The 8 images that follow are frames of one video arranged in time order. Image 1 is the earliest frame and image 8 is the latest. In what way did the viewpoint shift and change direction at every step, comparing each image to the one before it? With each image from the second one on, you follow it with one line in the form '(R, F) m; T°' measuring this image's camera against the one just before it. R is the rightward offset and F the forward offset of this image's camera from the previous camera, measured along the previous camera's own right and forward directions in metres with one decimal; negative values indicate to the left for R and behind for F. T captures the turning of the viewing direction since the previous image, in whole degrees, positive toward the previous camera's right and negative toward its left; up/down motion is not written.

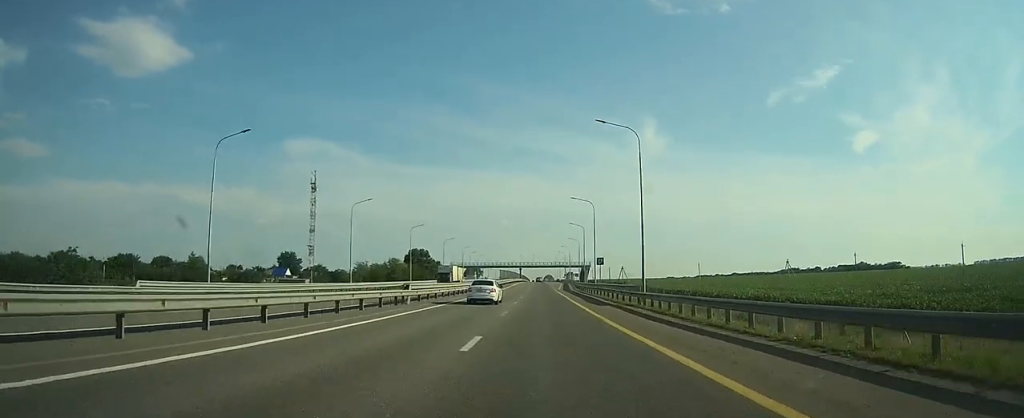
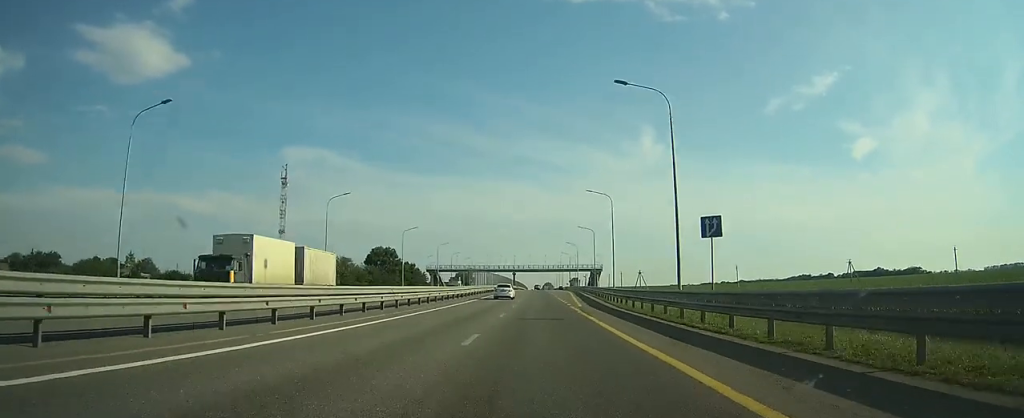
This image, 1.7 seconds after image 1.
(-0.4, +47.0) m; -1°
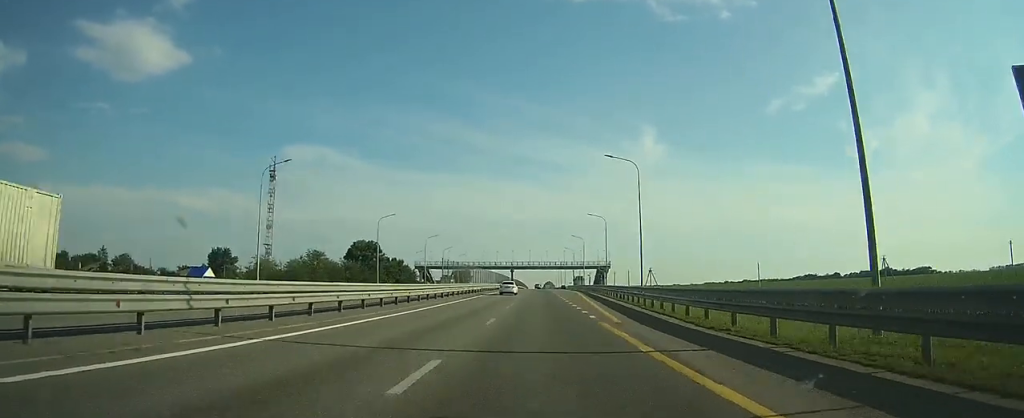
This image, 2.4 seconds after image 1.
(-0.1, +18.0) m; 0°
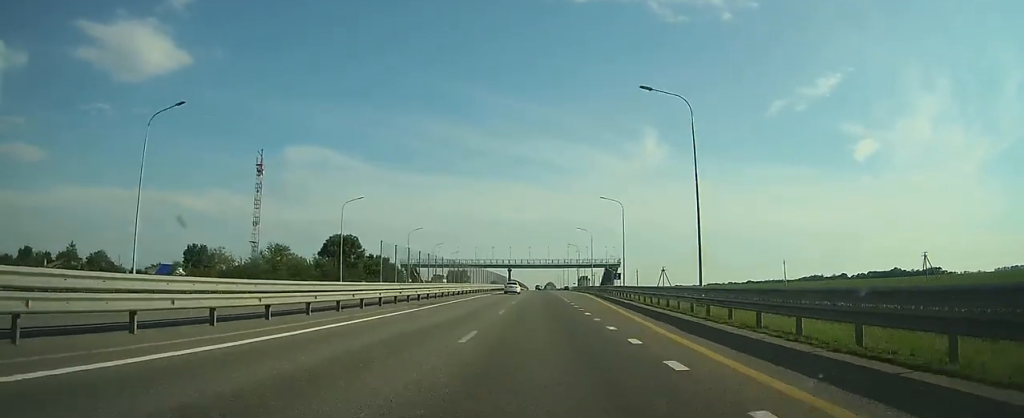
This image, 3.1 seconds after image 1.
(0.0, +18.1) m; 0°
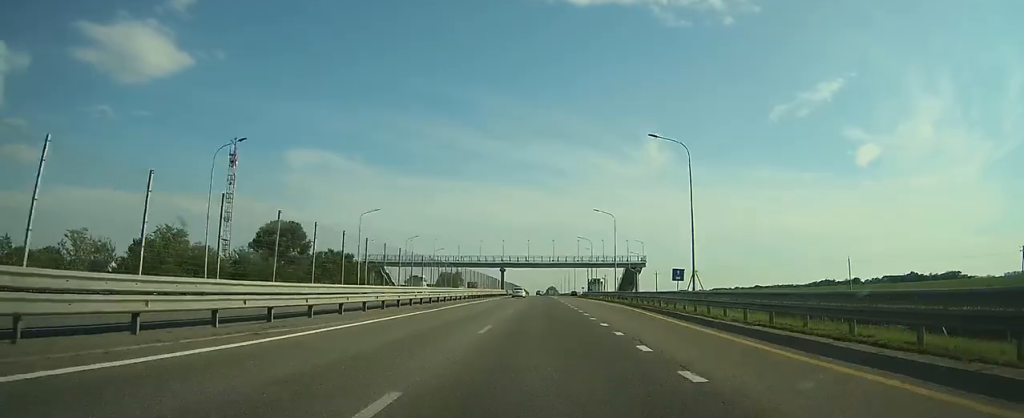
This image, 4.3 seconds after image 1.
(+0.1, +32.8) m; 0°
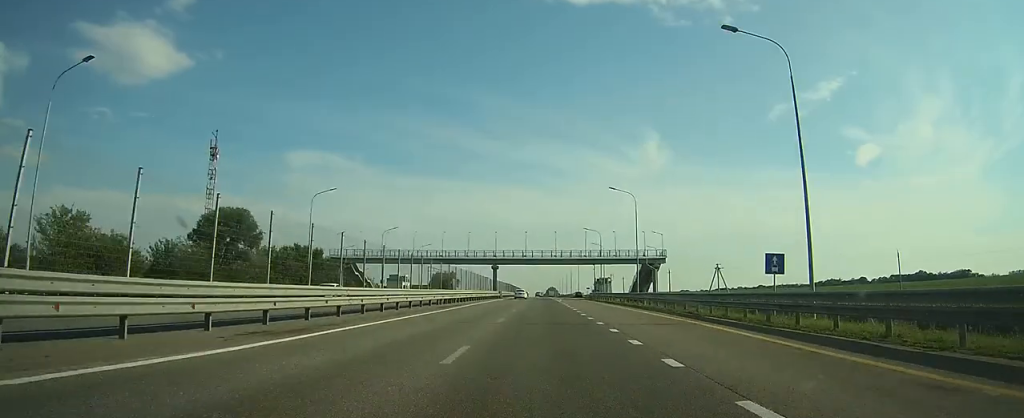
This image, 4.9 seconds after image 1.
(-0.1, +18.3) m; 0°
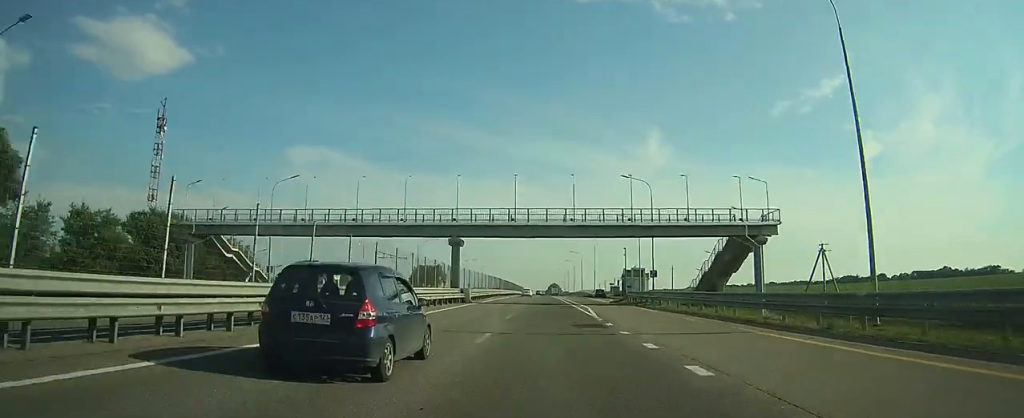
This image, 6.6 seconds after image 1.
(-0.1, +45.2) m; 0°
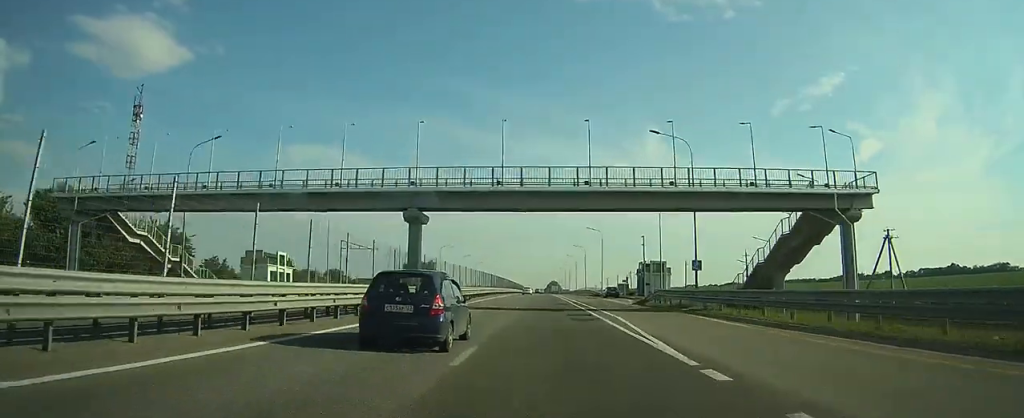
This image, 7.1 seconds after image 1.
(0.0, +15.8) m; 0°
